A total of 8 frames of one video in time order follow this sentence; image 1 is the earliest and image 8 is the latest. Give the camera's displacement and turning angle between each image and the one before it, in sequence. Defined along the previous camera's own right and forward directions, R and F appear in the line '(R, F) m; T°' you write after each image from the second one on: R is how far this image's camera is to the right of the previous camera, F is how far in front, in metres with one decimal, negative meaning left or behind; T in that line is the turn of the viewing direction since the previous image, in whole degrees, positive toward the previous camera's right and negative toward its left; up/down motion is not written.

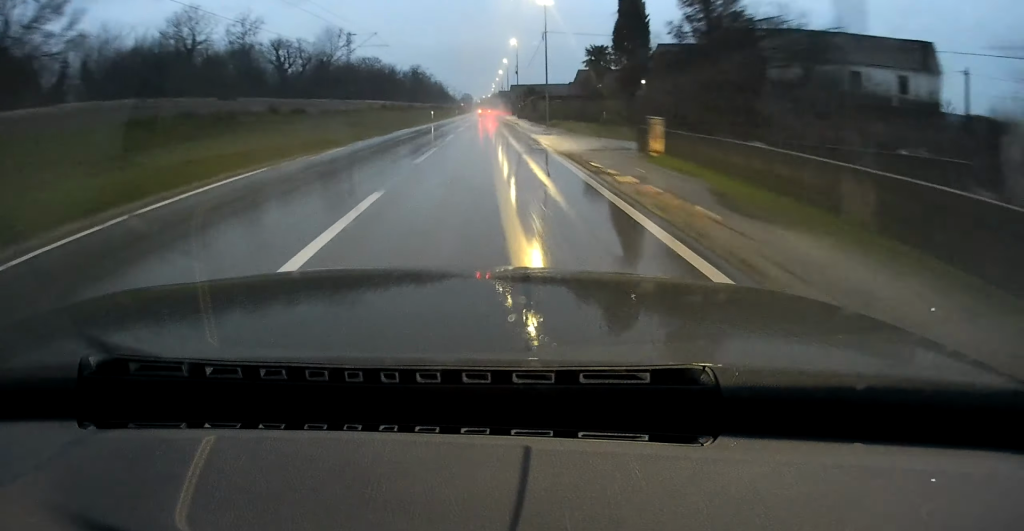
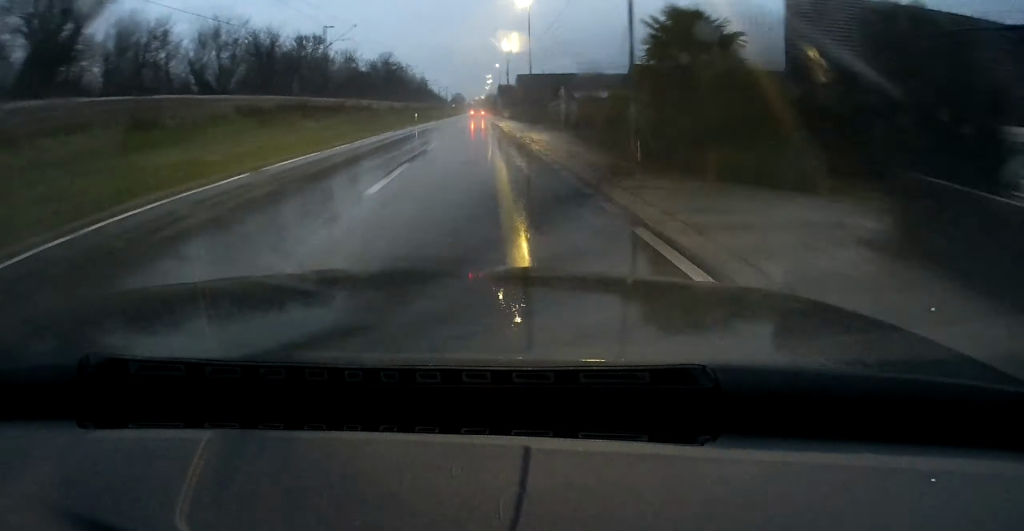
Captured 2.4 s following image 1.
(+0.6, +67.1) m; 0°
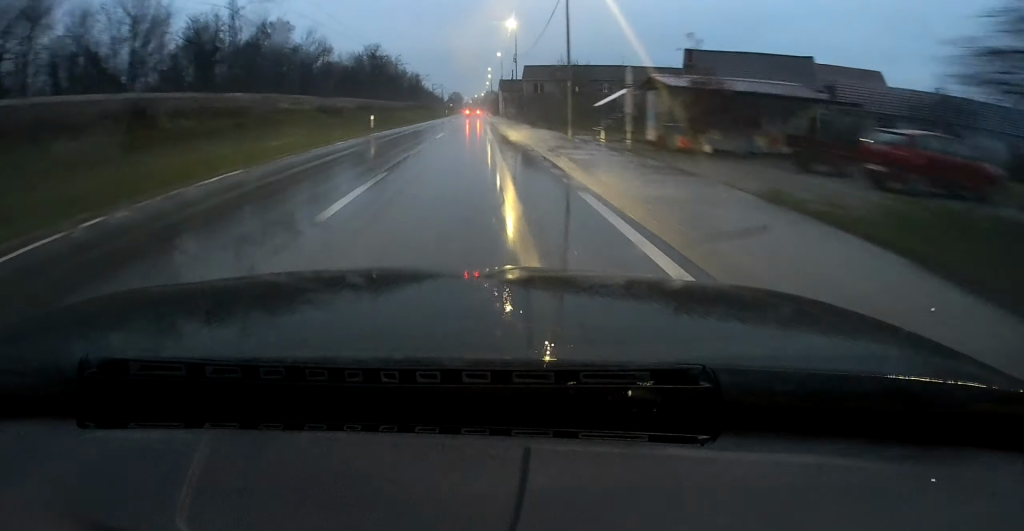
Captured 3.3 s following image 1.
(-0.1, +22.9) m; 0°
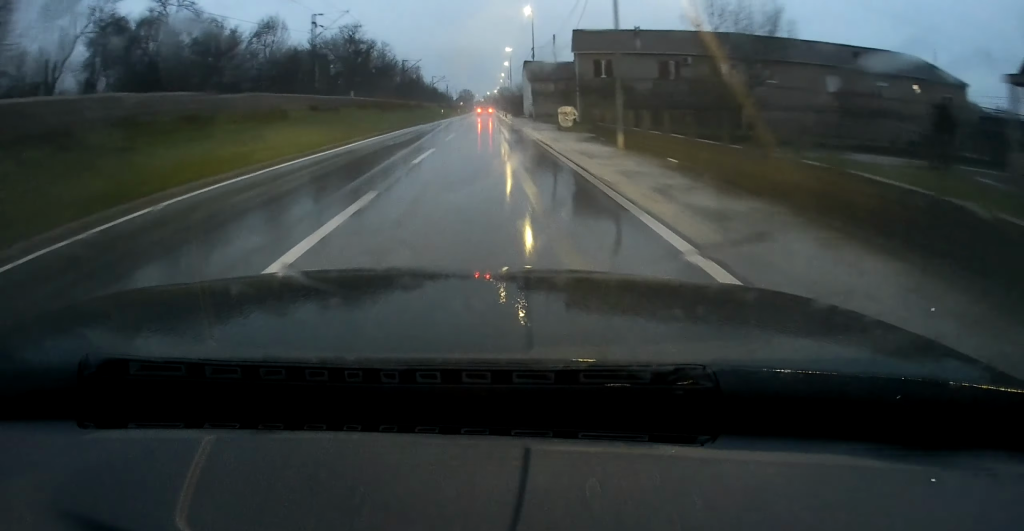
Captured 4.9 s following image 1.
(0.0, +44.6) m; 0°
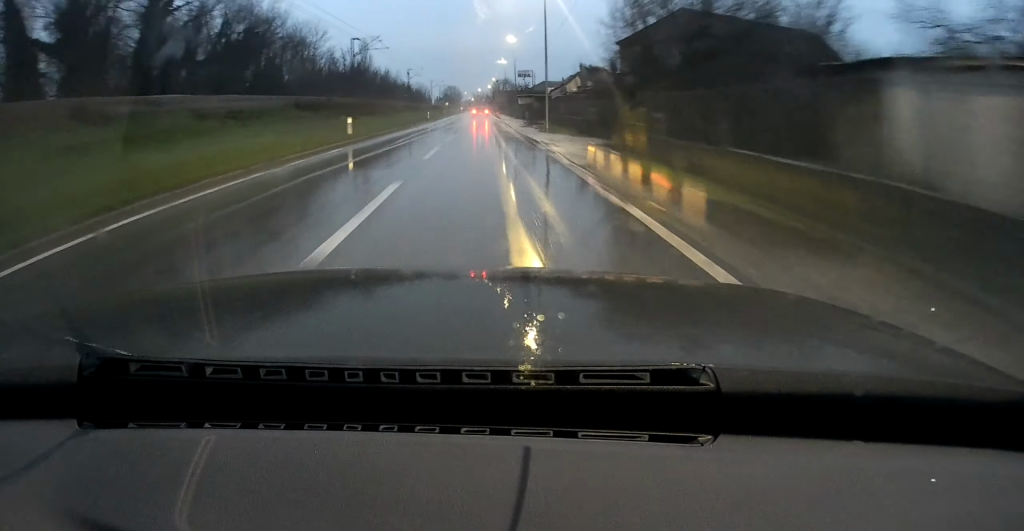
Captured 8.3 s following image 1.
(+0.1, +92.0) m; 0°
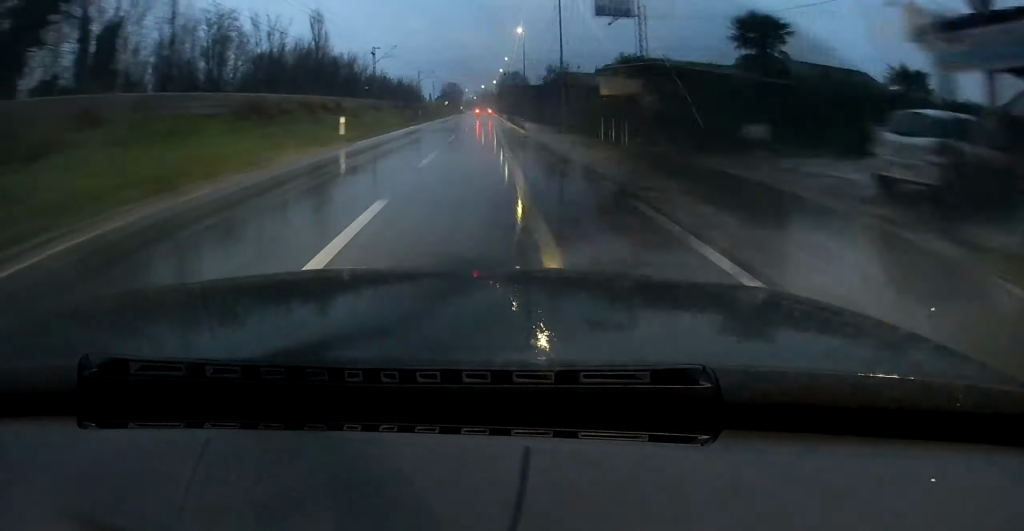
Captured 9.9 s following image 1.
(-0.1, +43.6) m; 0°
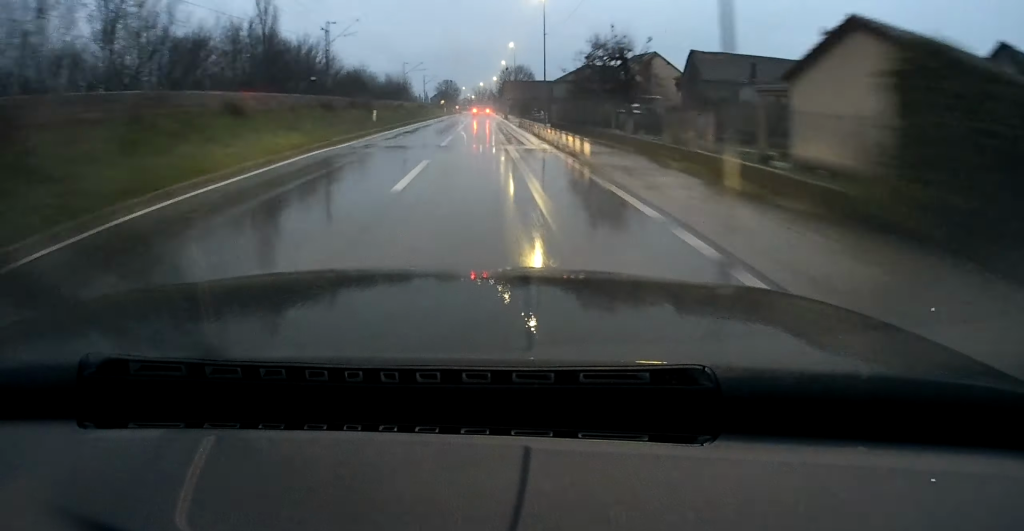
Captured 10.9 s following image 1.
(0.0, +24.7) m; 0°
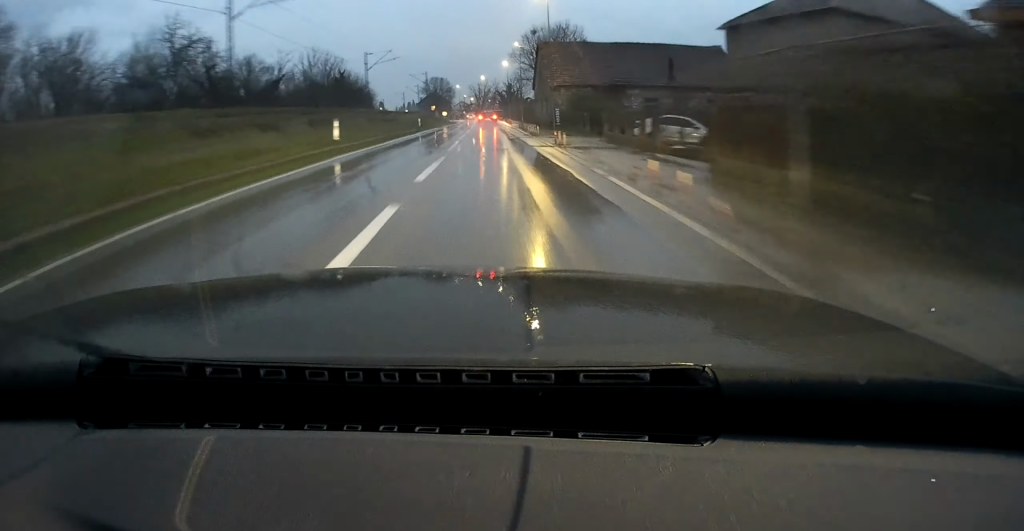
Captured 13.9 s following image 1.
(+0.1, +78.5) m; 0°
